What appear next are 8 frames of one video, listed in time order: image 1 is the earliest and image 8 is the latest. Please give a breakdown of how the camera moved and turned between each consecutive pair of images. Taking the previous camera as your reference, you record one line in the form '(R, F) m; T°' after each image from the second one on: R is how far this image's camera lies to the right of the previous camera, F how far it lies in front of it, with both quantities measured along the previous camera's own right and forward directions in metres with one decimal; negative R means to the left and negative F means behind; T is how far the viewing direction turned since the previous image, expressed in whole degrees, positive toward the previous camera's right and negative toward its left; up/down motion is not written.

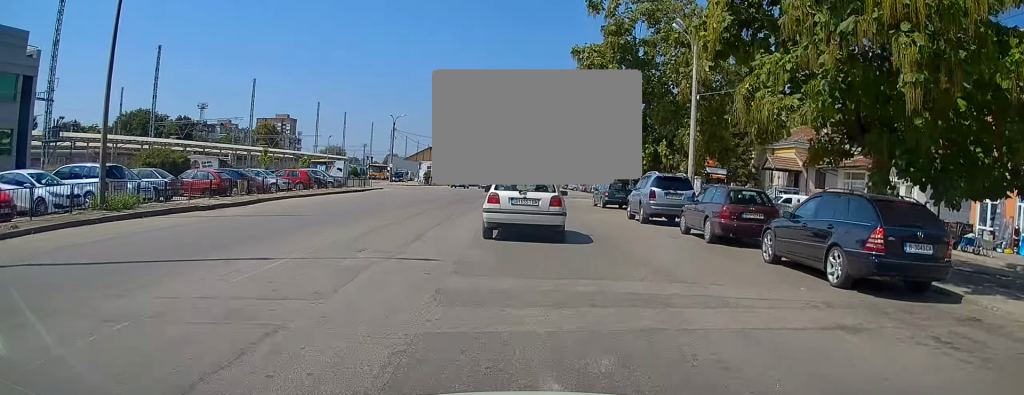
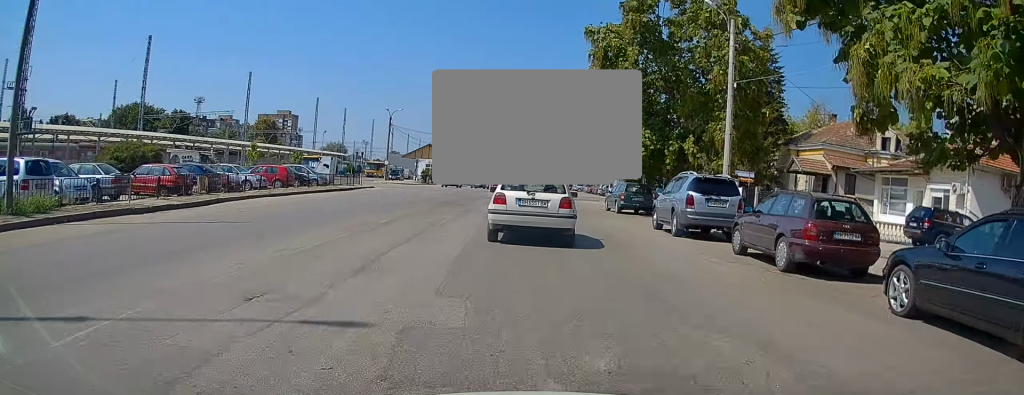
(0.0, +4.4) m; -1°
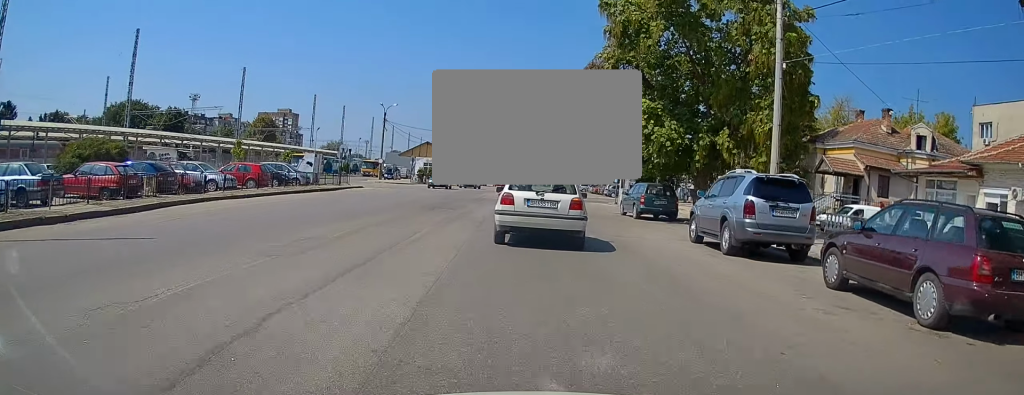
(0.0, +4.5) m; -1°
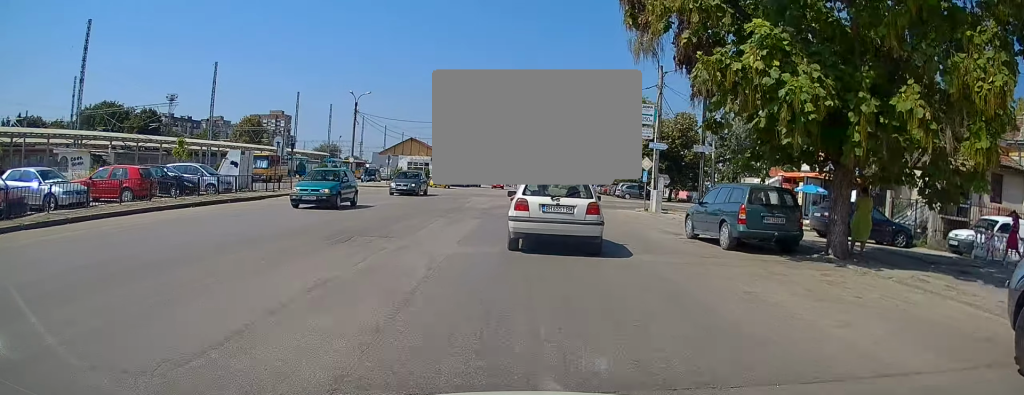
(+0.2, +11.3) m; +2°
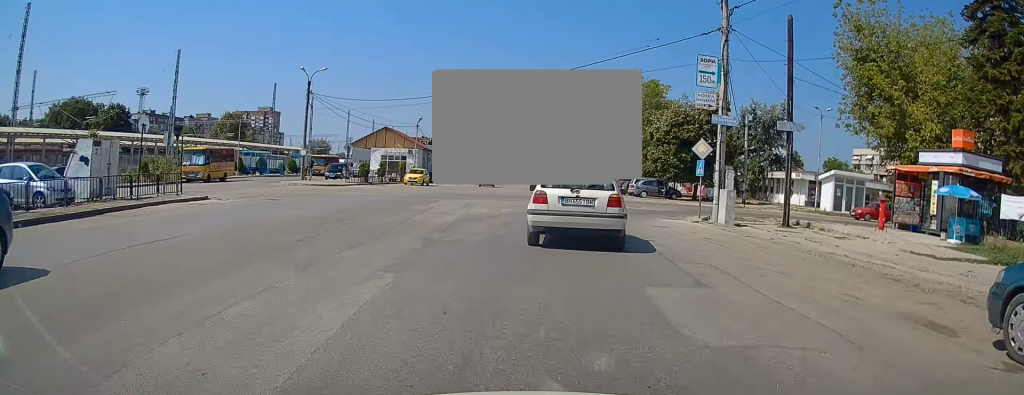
(-0.4, +11.5) m; -1°
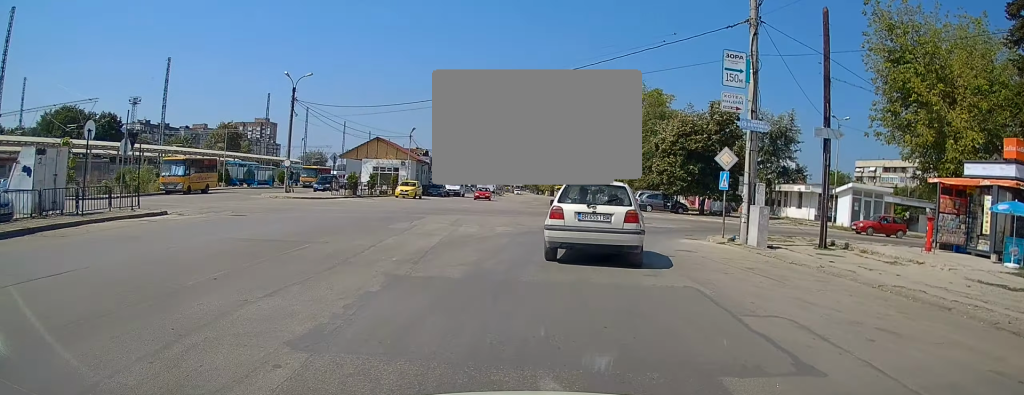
(0.0, +3.0) m; +2°
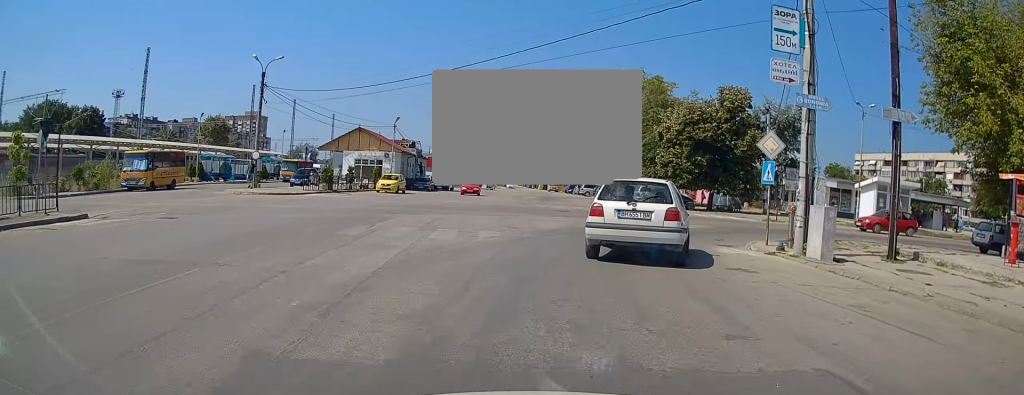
(+0.2, +4.3) m; +5°
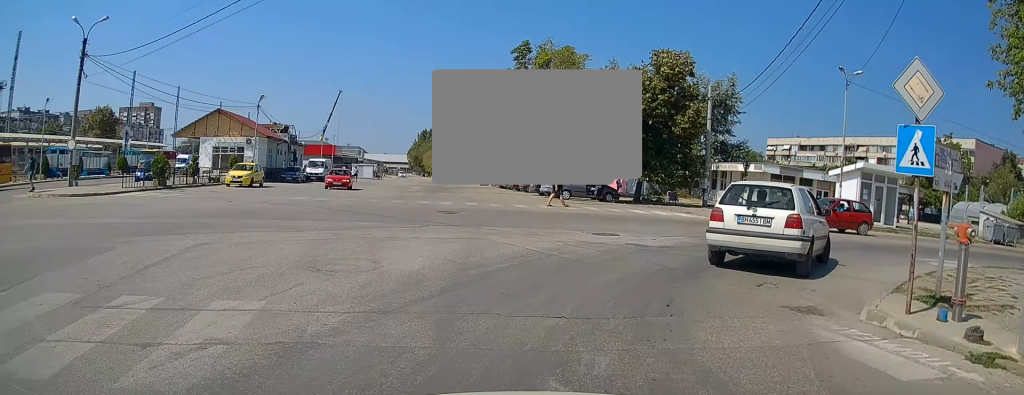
(+0.9, +9.8) m; +9°
